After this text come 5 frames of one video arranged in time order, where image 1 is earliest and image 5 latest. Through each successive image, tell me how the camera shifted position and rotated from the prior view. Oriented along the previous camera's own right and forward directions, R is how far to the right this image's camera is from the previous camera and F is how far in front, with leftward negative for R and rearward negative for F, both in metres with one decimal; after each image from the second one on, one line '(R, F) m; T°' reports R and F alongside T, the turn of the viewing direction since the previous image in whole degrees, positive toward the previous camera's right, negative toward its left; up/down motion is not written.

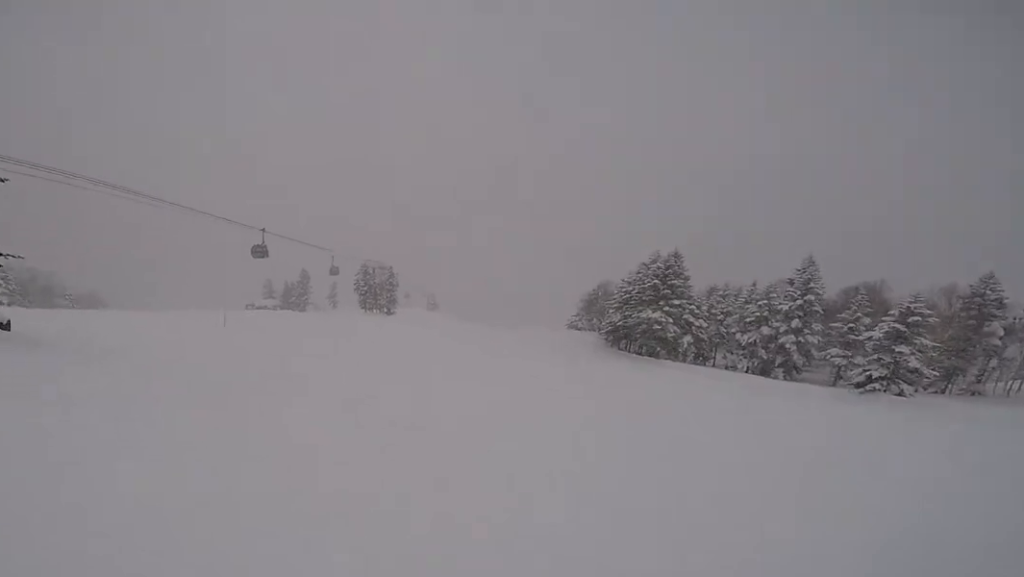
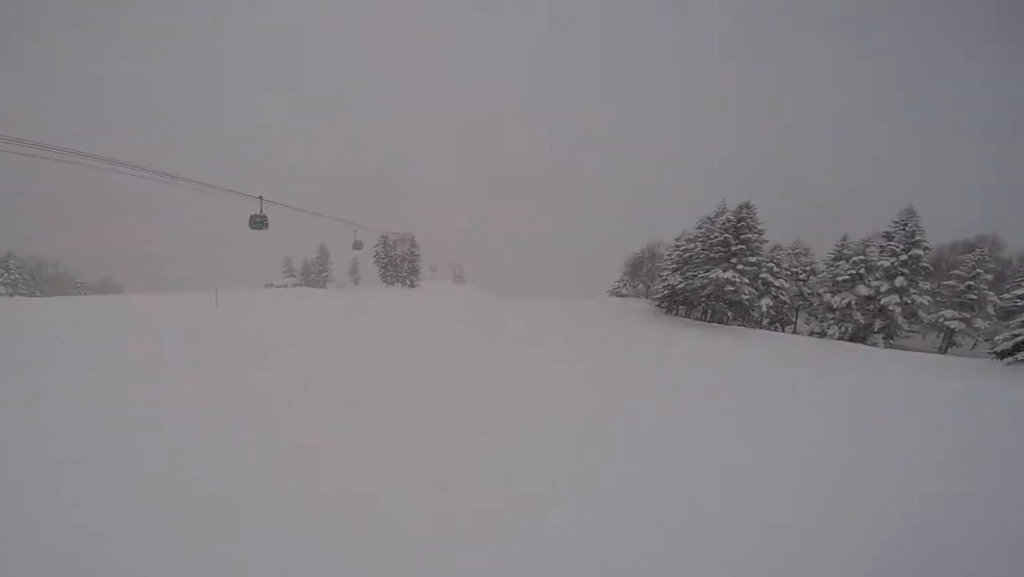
(-0.7, +5.2) m; -6°
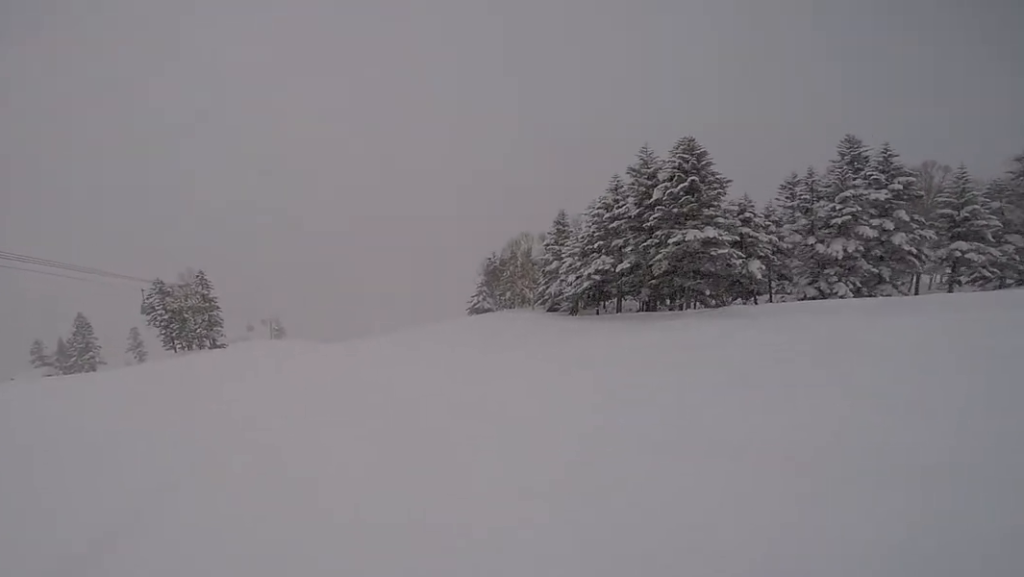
(-1.6, +17.4) m; -3°
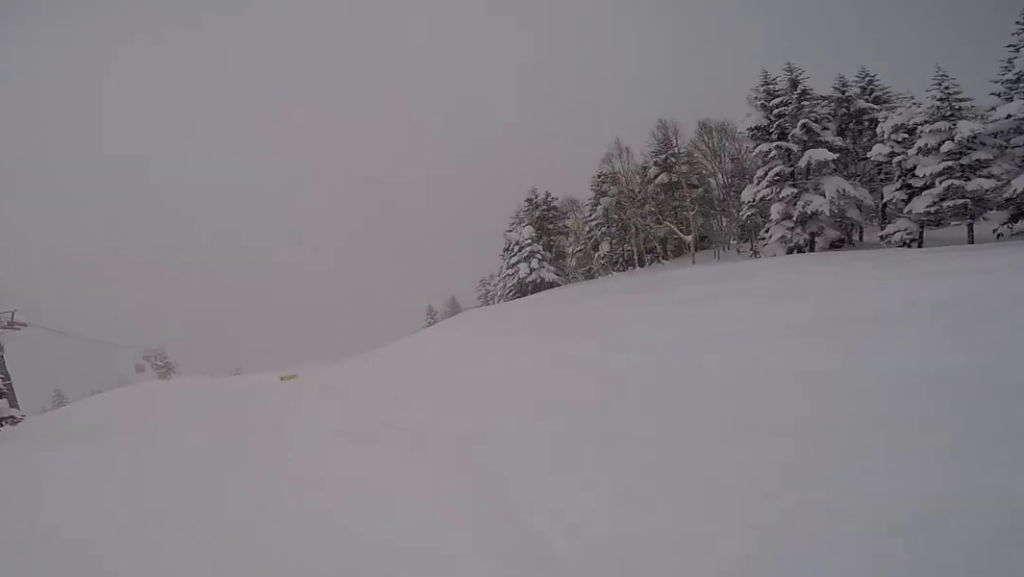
(+3.0, +27.2) m; +15°
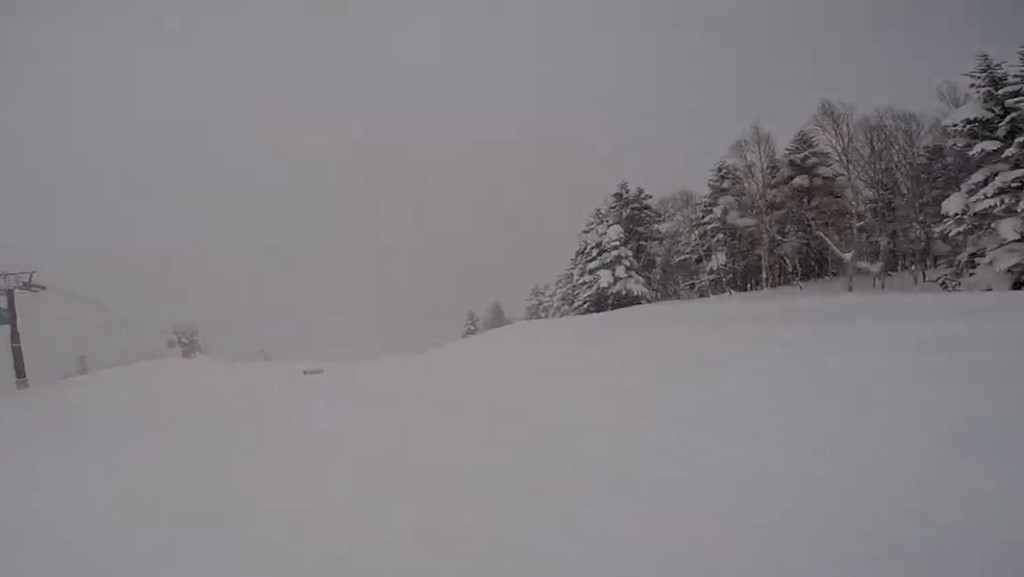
(+0.5, +6.4) m; +9°
